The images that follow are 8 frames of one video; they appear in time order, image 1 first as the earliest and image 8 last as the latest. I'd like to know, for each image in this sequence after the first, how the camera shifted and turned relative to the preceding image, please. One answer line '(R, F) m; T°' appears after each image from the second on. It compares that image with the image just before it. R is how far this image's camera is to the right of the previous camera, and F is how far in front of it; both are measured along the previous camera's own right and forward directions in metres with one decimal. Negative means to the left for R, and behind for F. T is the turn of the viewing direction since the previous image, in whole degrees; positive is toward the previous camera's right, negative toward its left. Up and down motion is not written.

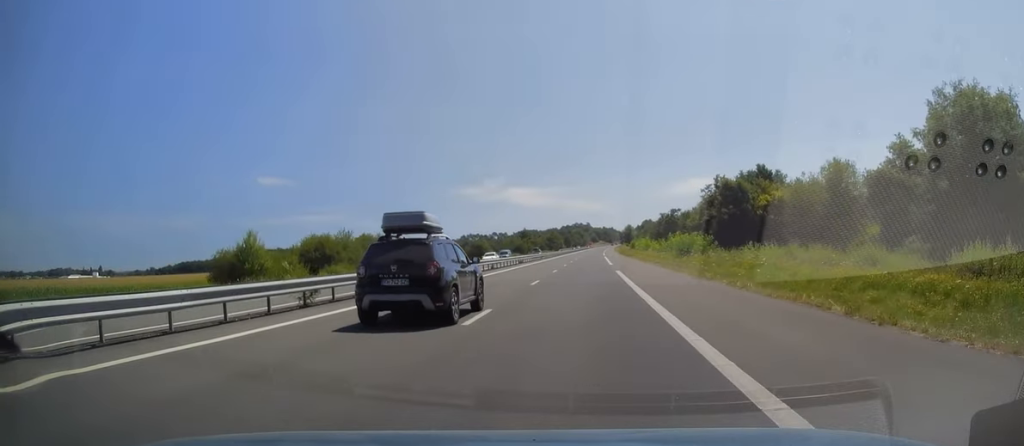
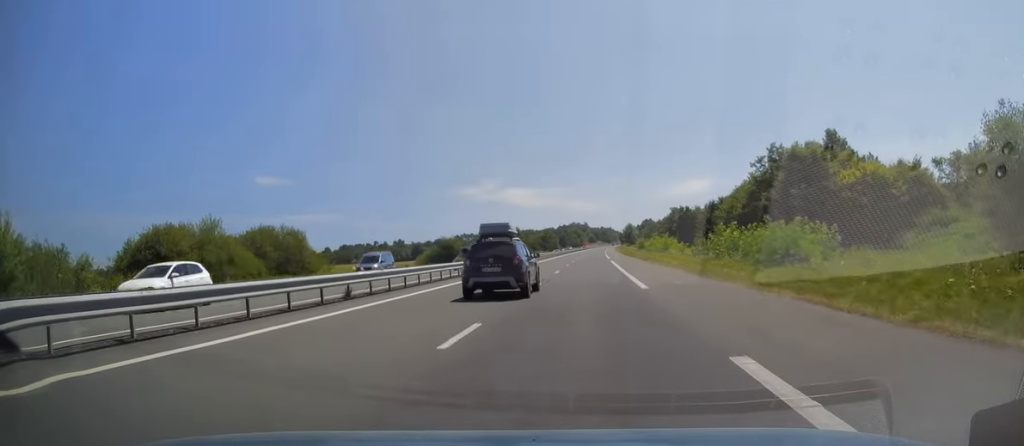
(+0.1, +29.3) m; 0°
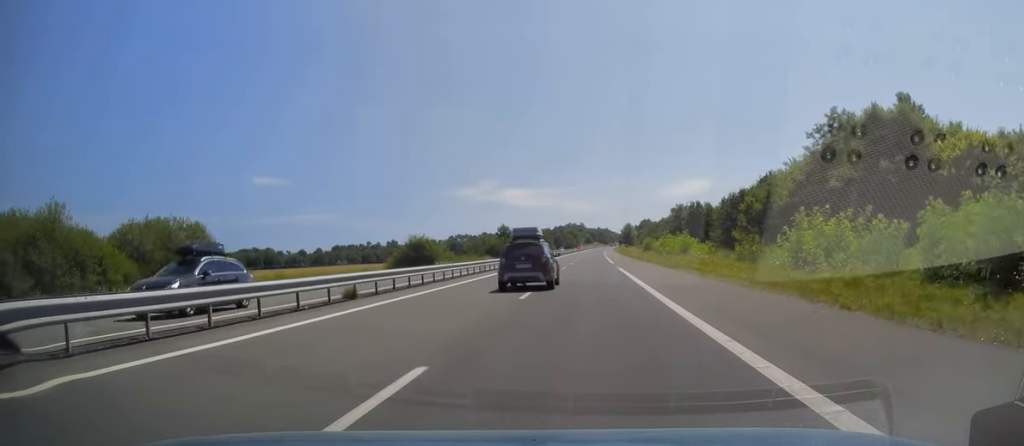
(-0.1, +17.6) m; +1°
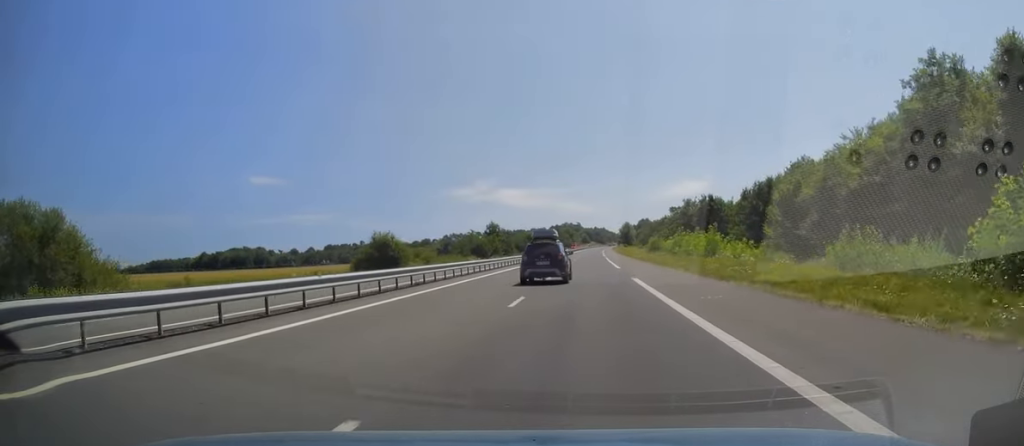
(+0.1, +15.6) m; 0°
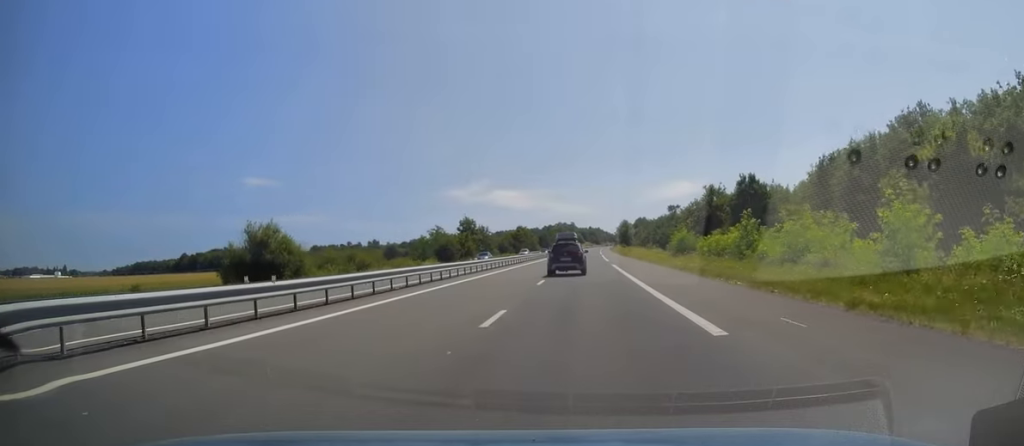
(+0.2, +30.3) m; 0°
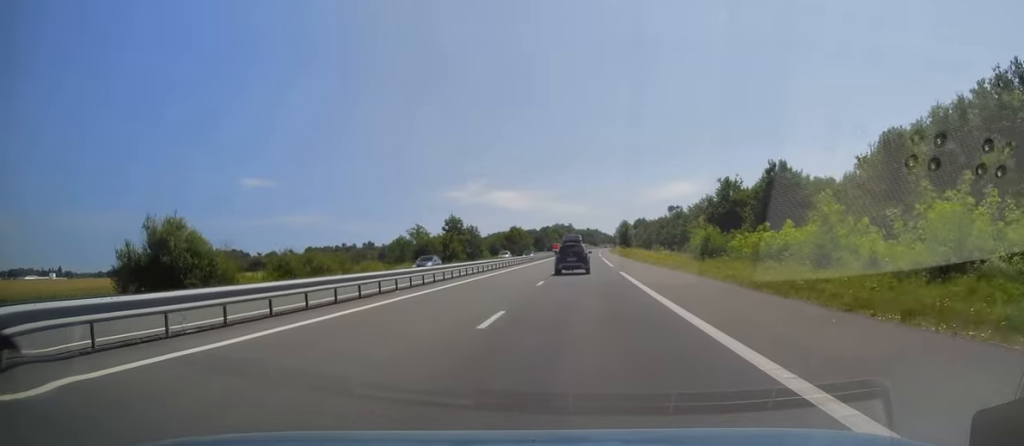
(-0.3, +13.2) m; 0°
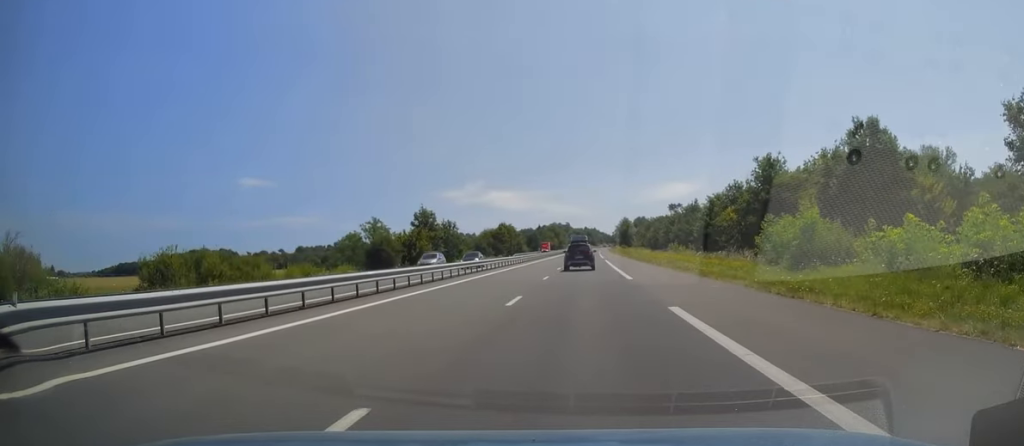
(+0.3, +22.0) m; 0°
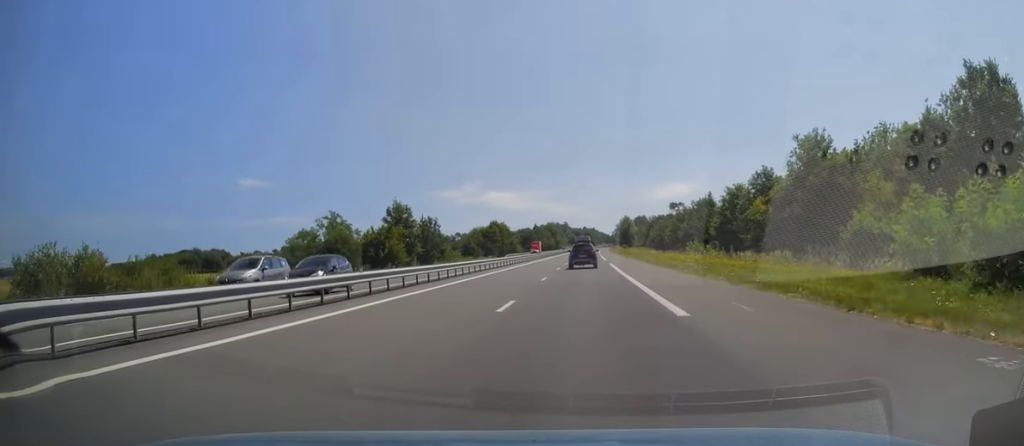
(+0.5, +14.7) m; 0°
